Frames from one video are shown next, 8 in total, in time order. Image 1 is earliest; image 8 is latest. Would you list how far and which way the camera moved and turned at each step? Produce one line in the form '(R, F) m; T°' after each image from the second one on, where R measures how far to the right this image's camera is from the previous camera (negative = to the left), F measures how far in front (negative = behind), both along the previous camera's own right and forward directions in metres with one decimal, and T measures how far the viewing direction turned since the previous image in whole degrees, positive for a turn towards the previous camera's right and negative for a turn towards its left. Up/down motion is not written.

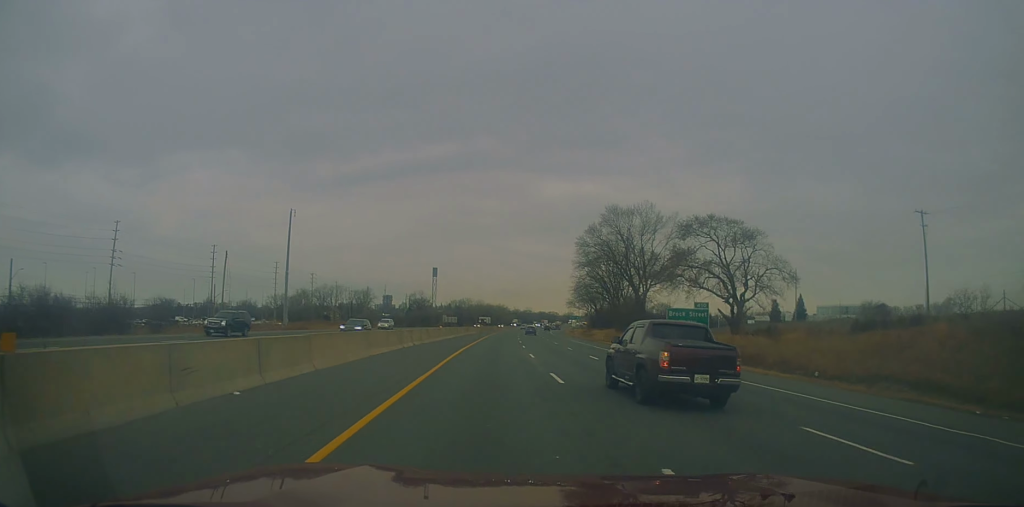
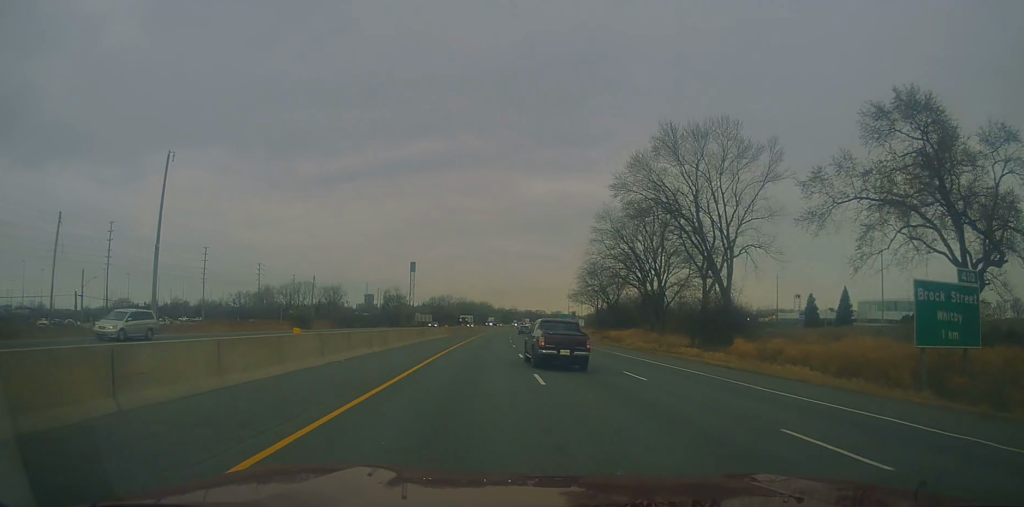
(0.0, +36.8) m; +1°
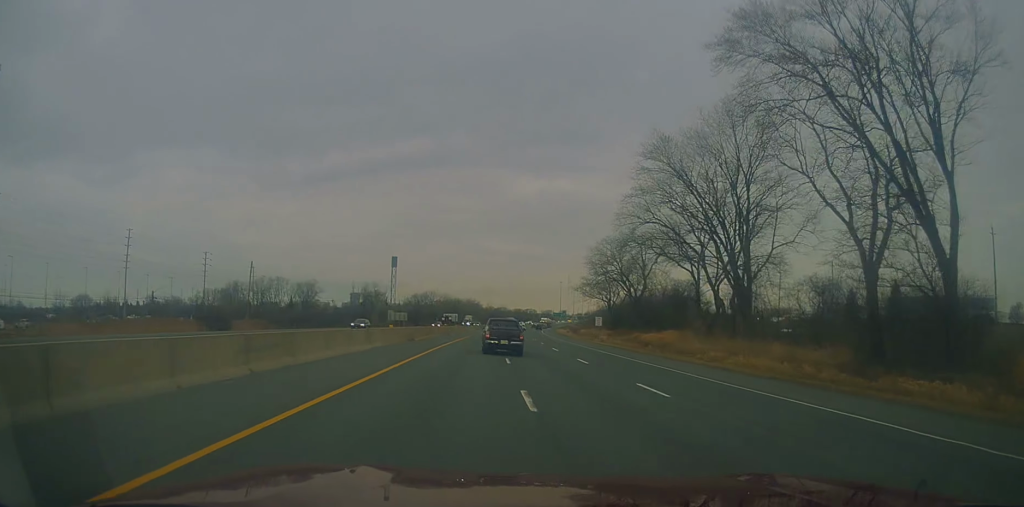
(+0.6, +29.1) m; +2°
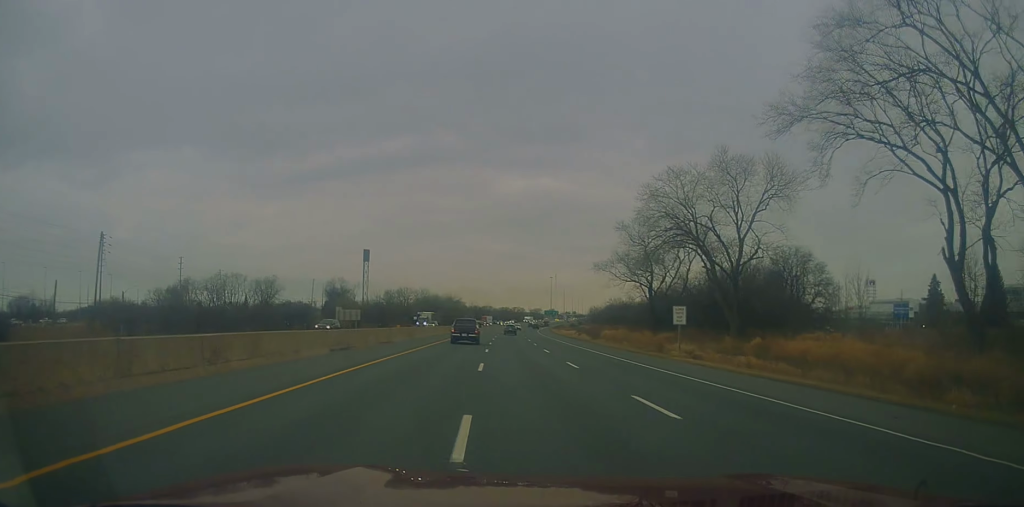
(+1.0, +40.4) m; +1°
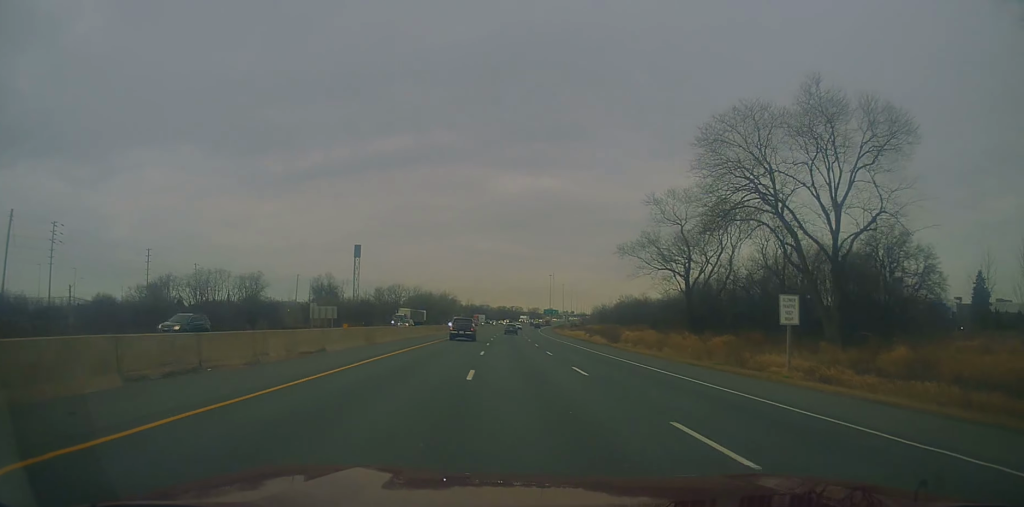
(-0.1, +15.8) m; 0°
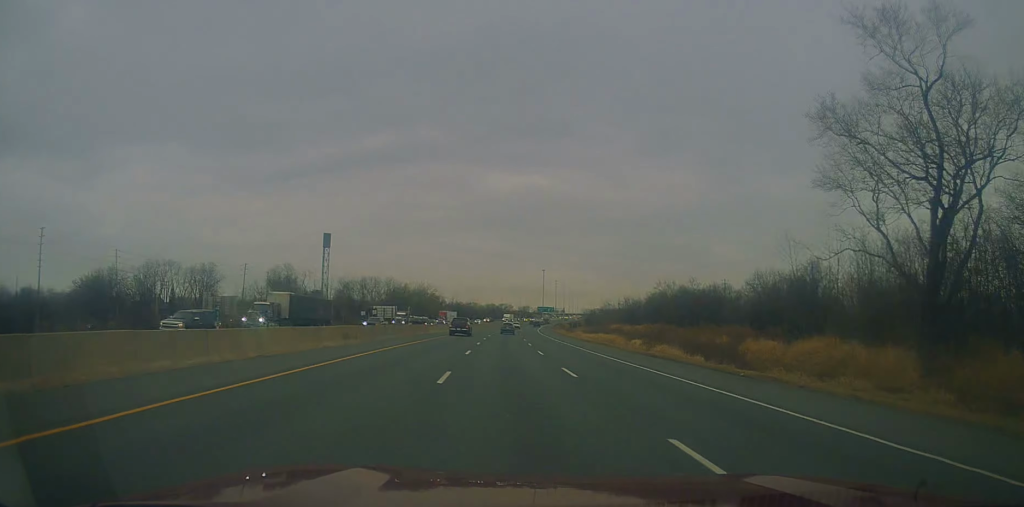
(-0.1, +38.2) m; +1°
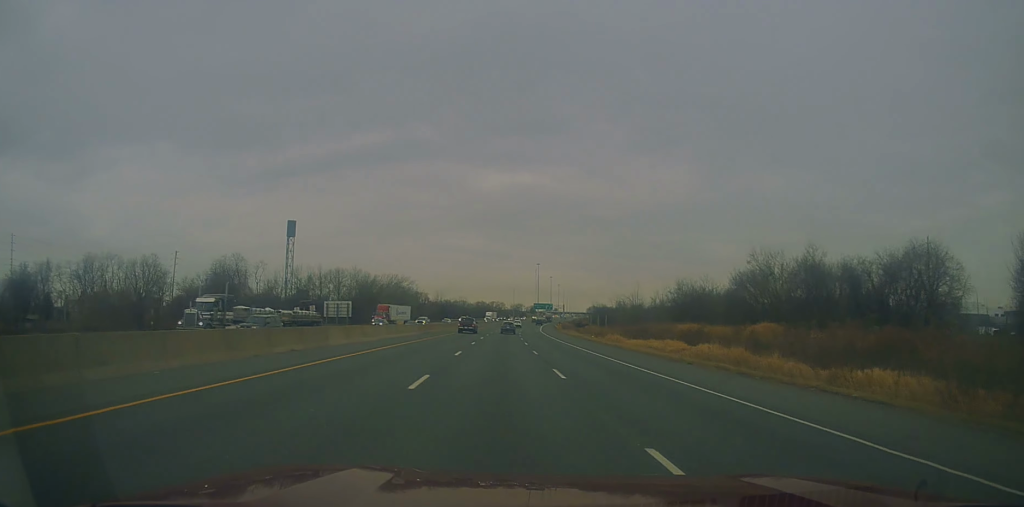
(+0.7, +38.0) m; +2°
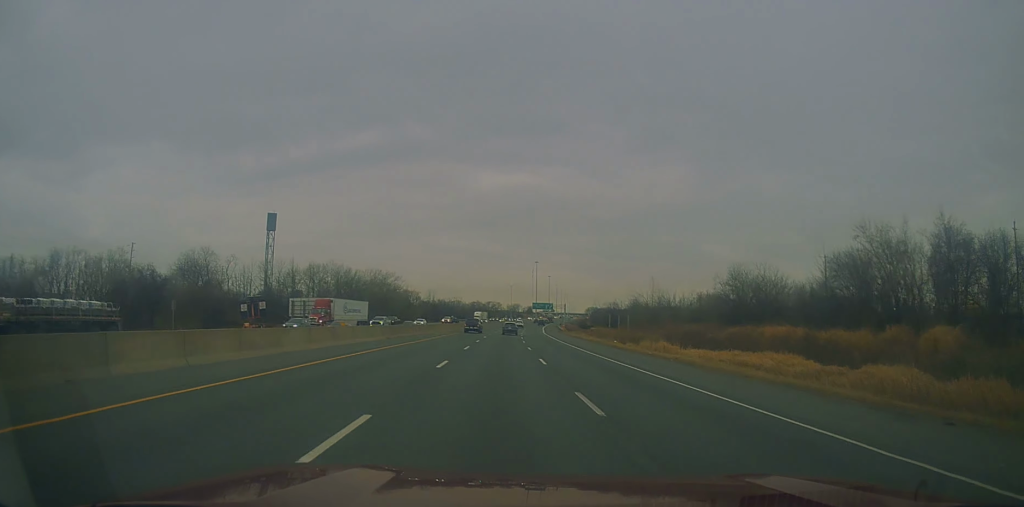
(+0.1, +18.9) m; +1°
